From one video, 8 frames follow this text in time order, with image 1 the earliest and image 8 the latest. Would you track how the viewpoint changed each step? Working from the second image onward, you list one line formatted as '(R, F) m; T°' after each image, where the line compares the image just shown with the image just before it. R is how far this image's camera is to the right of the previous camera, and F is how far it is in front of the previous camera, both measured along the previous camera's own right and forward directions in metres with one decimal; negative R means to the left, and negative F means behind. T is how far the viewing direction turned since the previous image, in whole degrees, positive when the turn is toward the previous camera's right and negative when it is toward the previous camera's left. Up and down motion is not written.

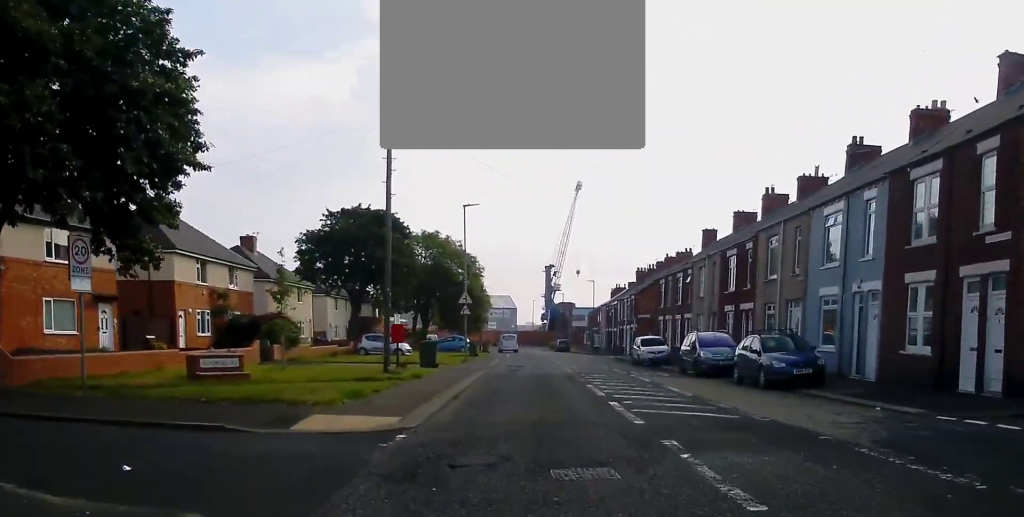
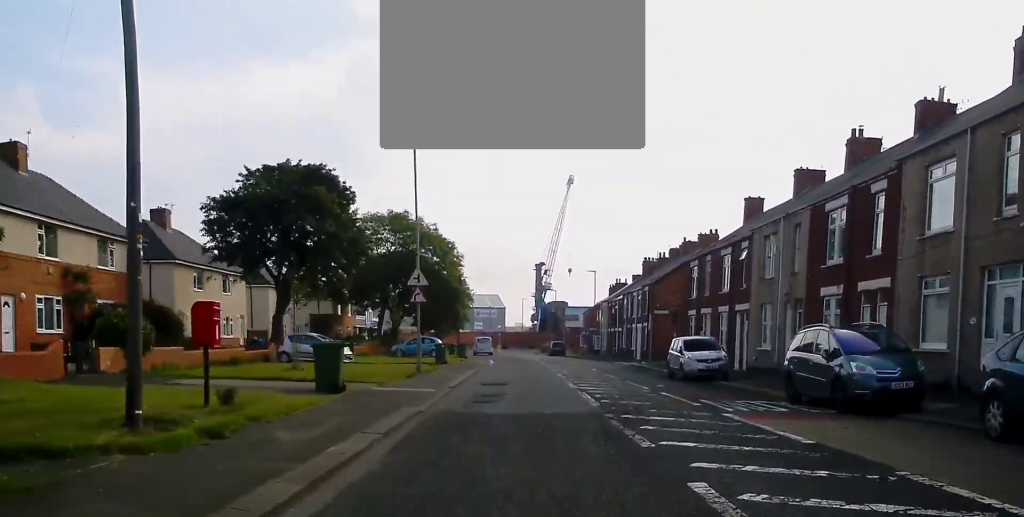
(-0.1, +14.2) m; +2°
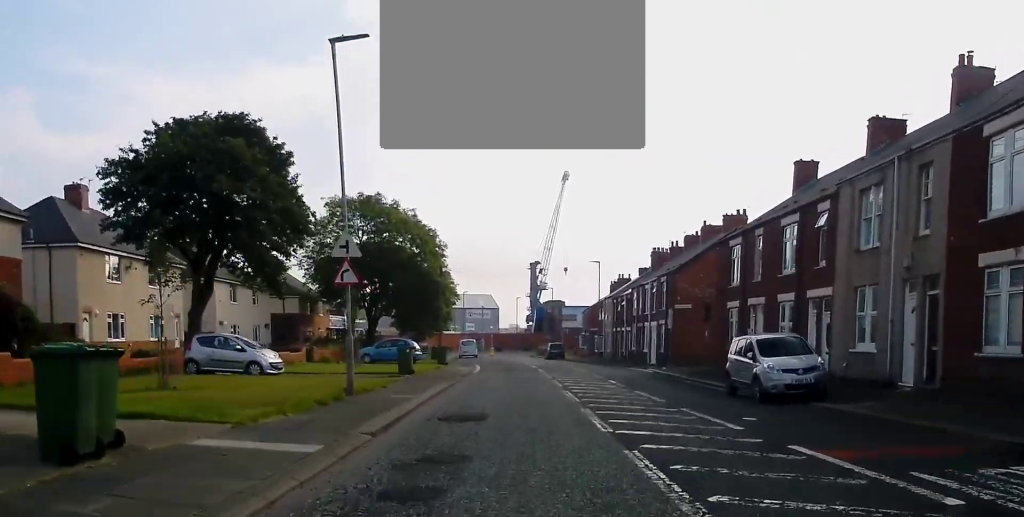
(+0.5, +9.8) m; +1°
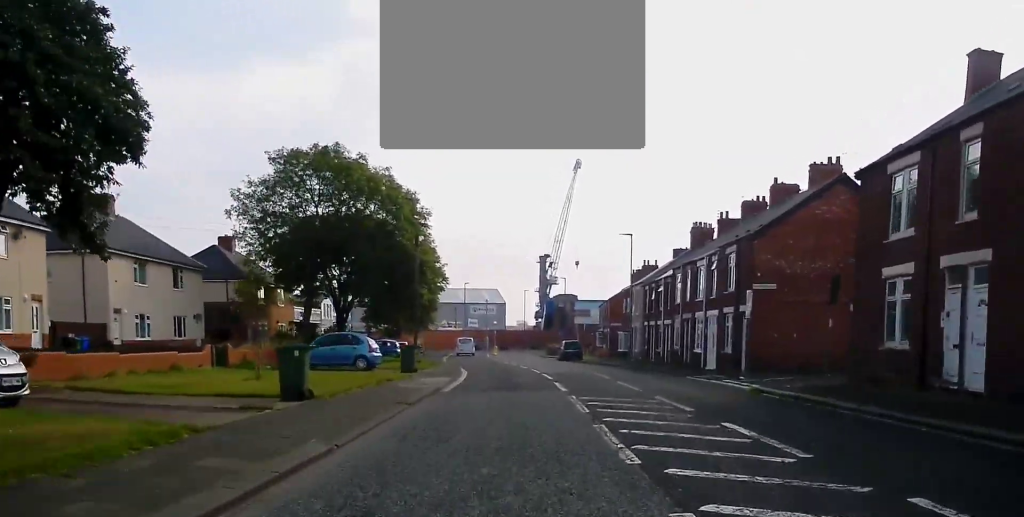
(-0.4, +15.4) m; -2°
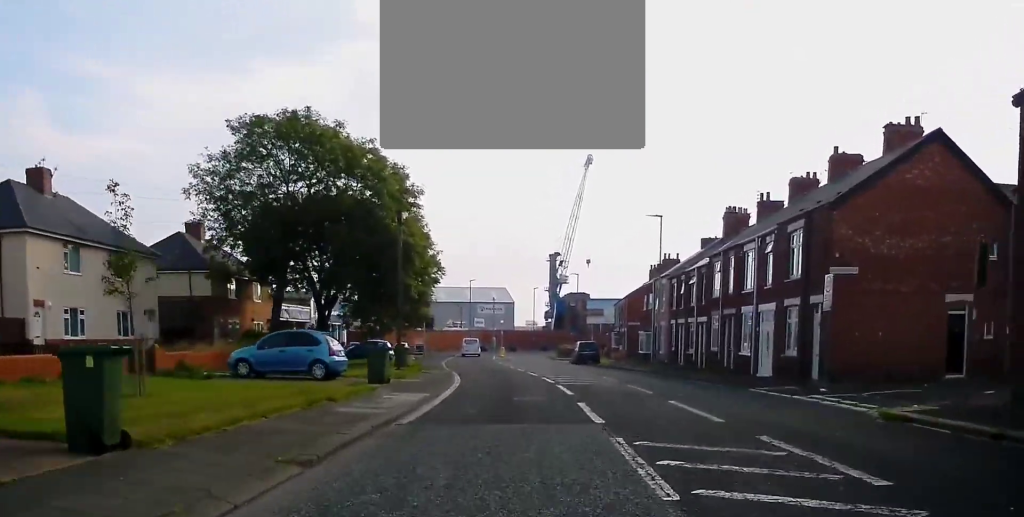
(+0.1, +7.8) m; 0°
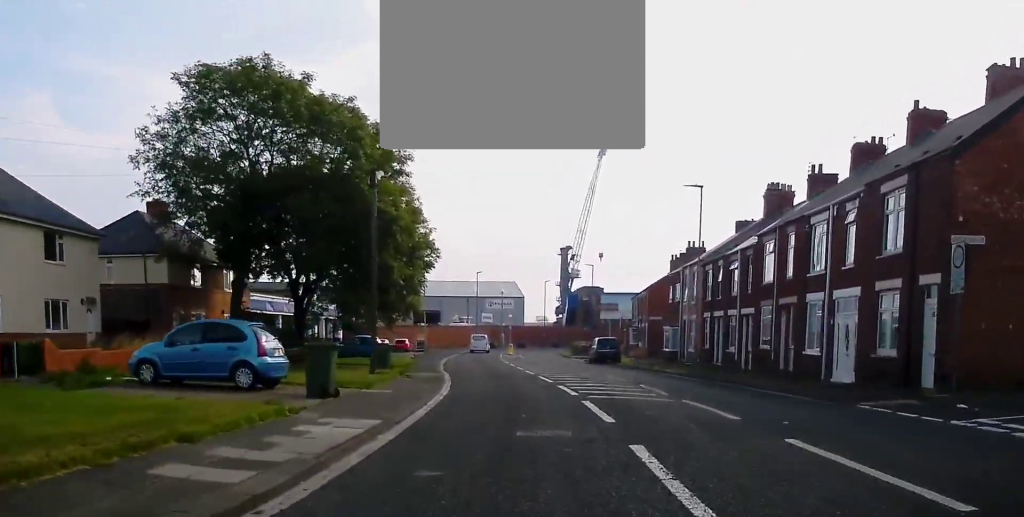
(-0.1, +7.2) m; -1°
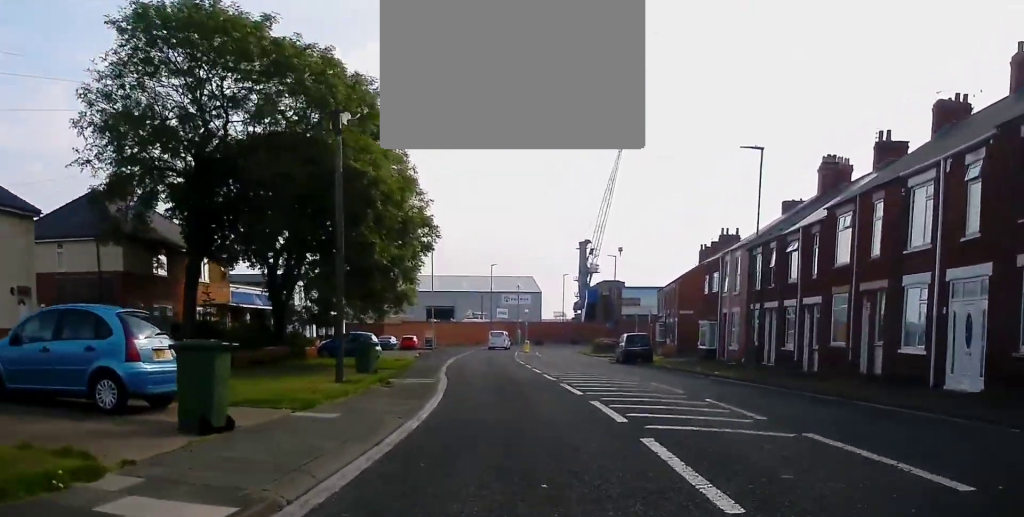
(-0.1, +6.3) m; -1°
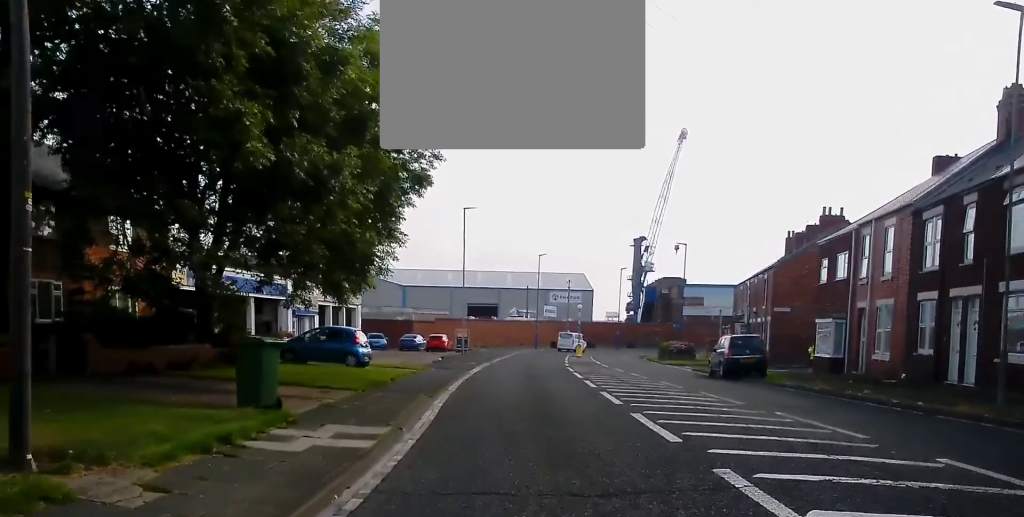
(-0.3, +13.5) m; -3°
